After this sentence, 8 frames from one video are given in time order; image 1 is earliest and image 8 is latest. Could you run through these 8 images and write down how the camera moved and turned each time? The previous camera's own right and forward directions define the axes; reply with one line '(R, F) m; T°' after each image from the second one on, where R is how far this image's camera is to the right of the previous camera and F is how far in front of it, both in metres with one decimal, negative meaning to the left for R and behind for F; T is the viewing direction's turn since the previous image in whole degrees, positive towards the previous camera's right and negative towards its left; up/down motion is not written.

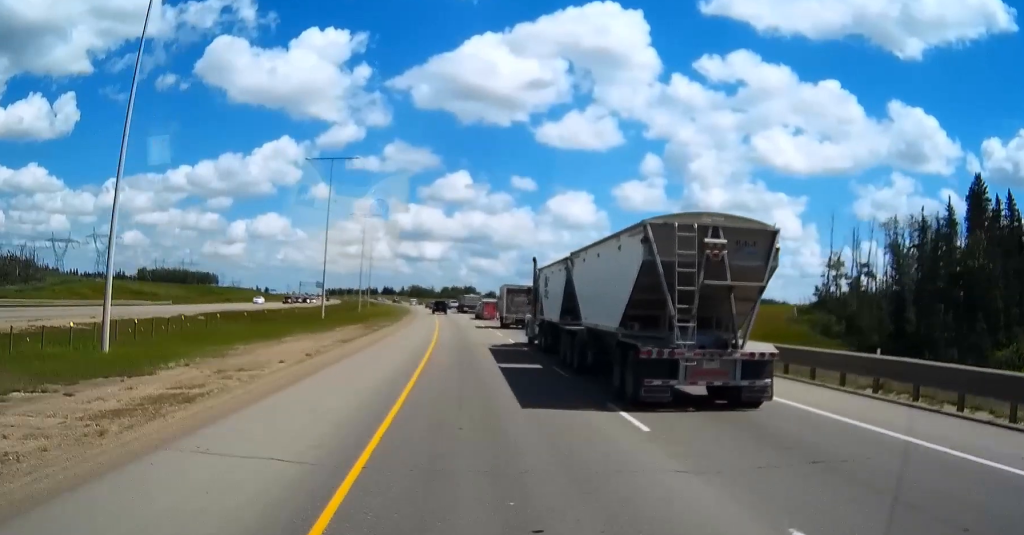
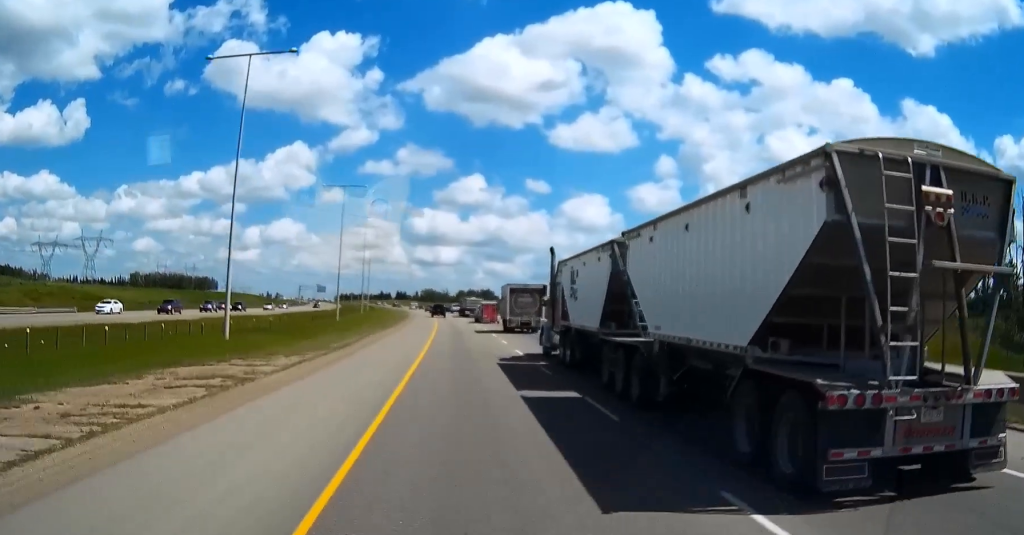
(-0.4, +42.1) m; -1°
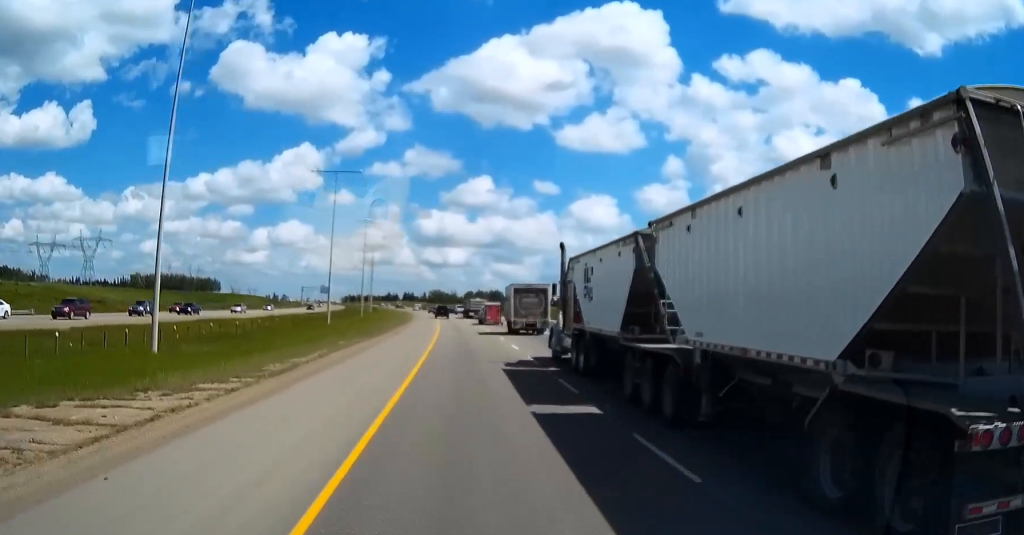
(-0.1, +13.4) m; 0°
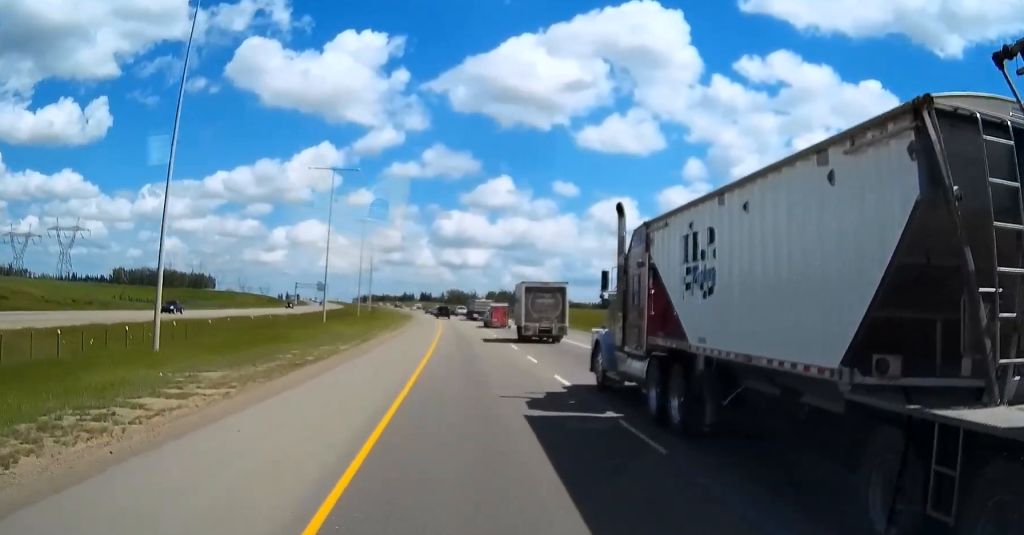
(-0.8, +59.4) m; -2°
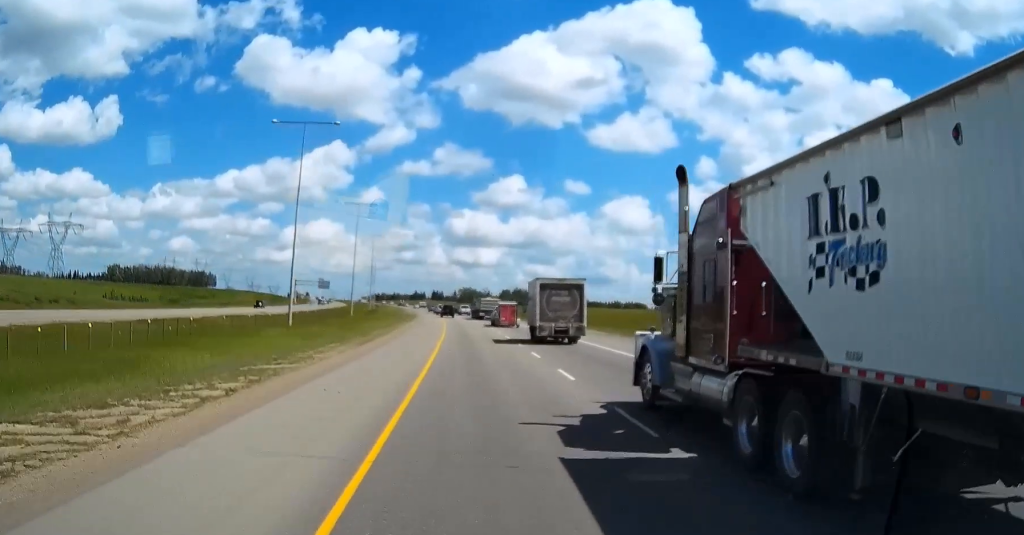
(-0.2, +24.8) m; -1°
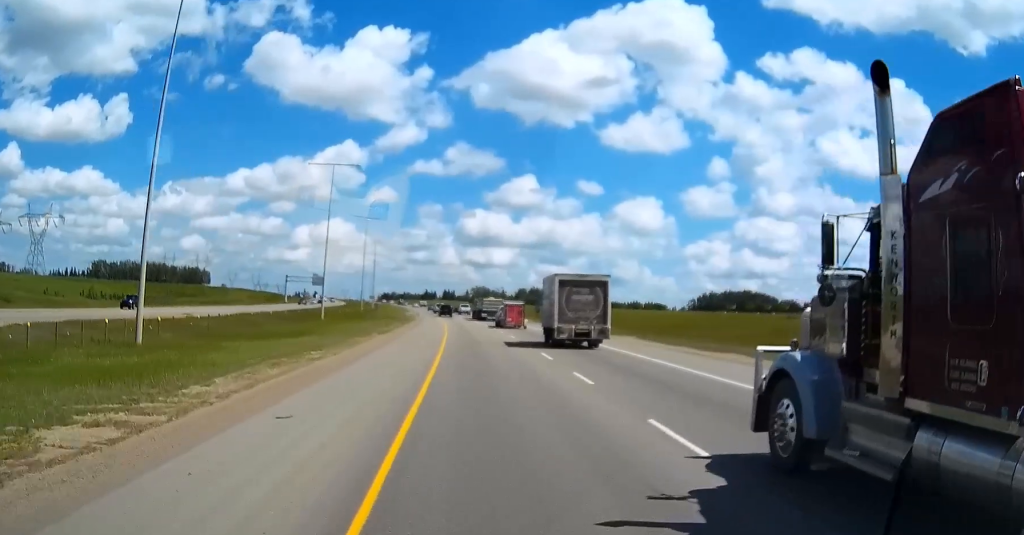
(-0.4, +36.2) m; -1°
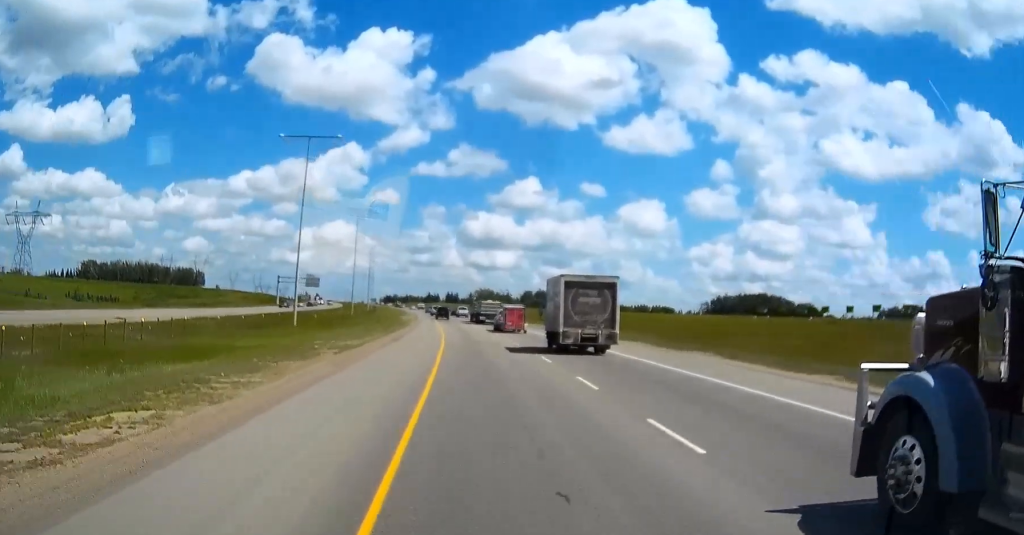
(0.0, +17.1) m; 0°
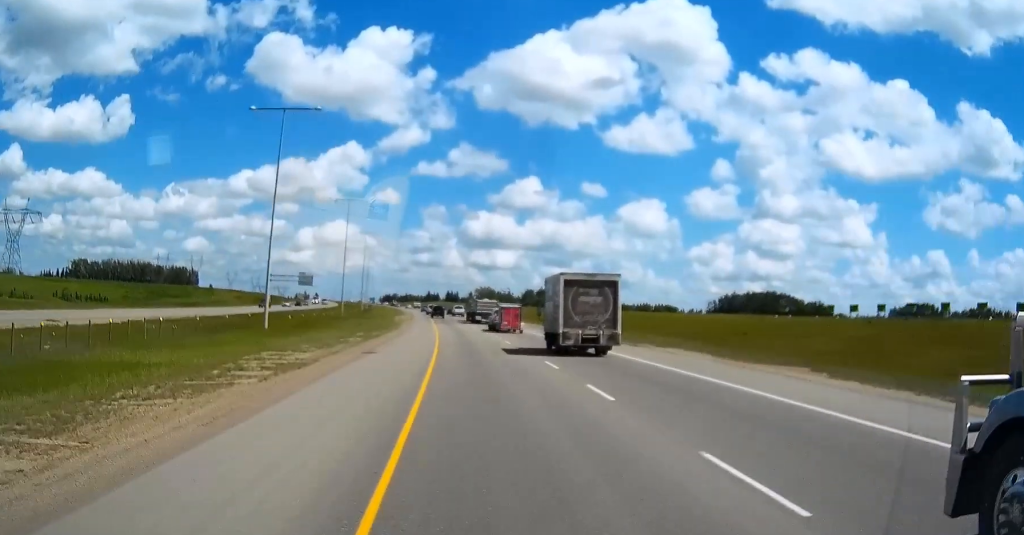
(0.0, +11.3) m; 0°
